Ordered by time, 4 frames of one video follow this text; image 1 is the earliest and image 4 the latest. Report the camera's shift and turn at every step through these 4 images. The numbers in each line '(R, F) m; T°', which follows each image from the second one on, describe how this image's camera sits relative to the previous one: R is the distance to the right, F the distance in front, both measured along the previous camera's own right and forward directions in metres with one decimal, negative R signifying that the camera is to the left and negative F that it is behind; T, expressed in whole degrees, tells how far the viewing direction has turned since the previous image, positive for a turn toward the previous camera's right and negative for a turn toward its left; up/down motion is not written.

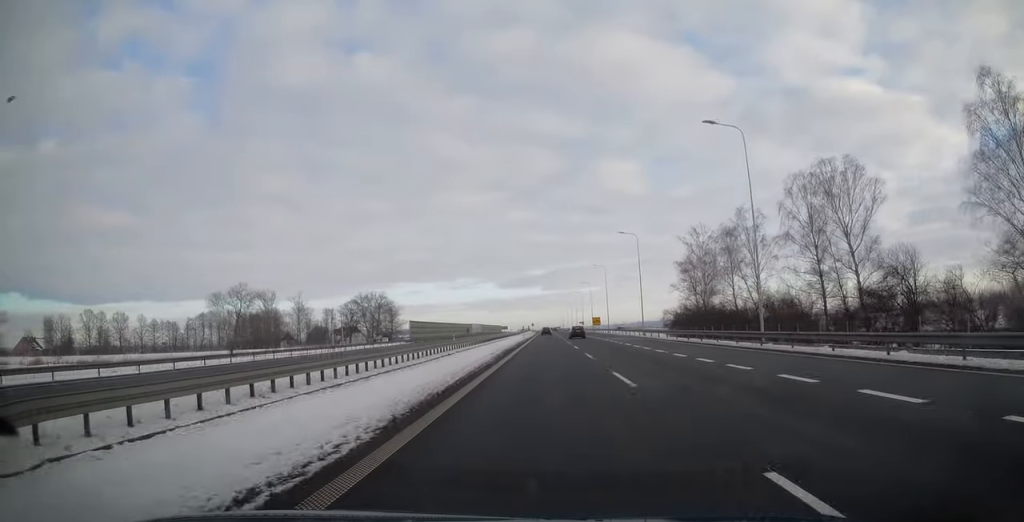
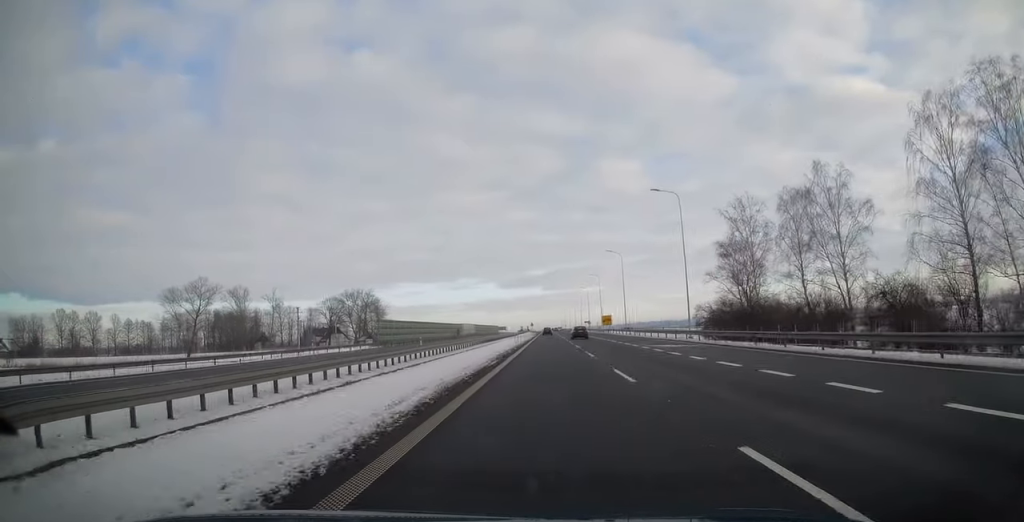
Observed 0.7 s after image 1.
(0.0, +22.7) m; 0°
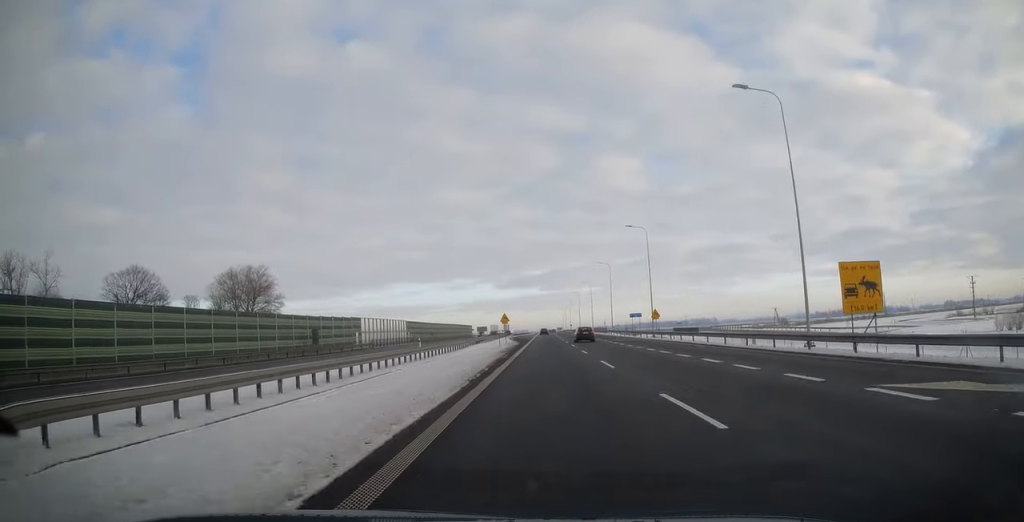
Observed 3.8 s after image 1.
(+0.1, +102.3) m; 0°
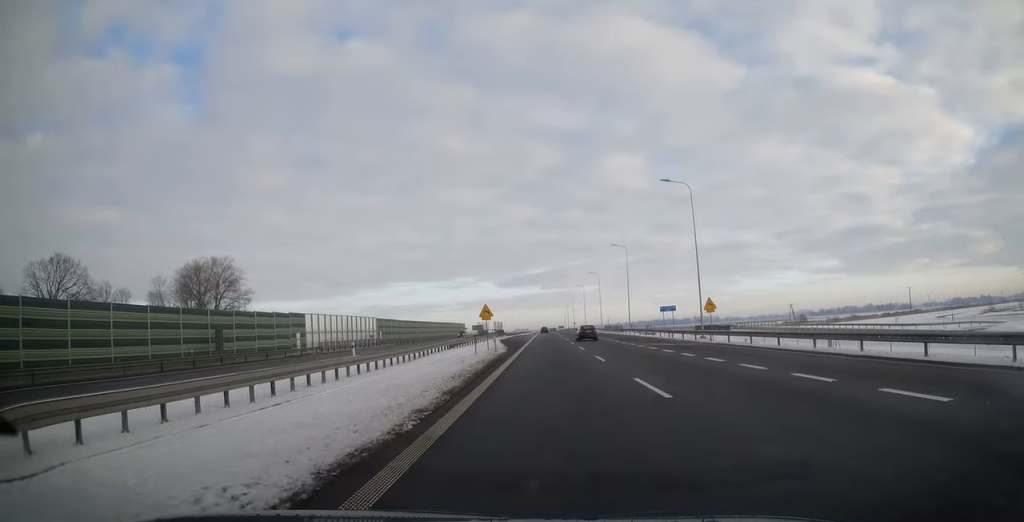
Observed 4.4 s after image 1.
(+0.1, +20.5) m; 0°
